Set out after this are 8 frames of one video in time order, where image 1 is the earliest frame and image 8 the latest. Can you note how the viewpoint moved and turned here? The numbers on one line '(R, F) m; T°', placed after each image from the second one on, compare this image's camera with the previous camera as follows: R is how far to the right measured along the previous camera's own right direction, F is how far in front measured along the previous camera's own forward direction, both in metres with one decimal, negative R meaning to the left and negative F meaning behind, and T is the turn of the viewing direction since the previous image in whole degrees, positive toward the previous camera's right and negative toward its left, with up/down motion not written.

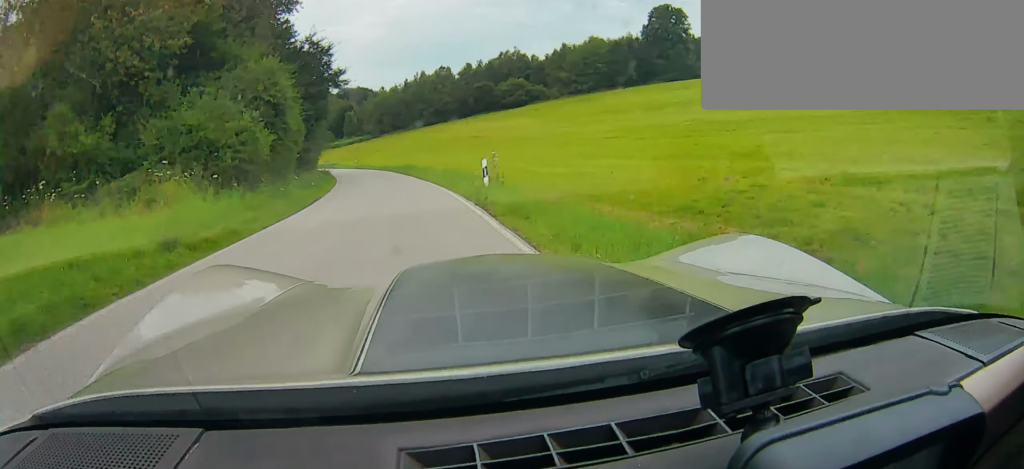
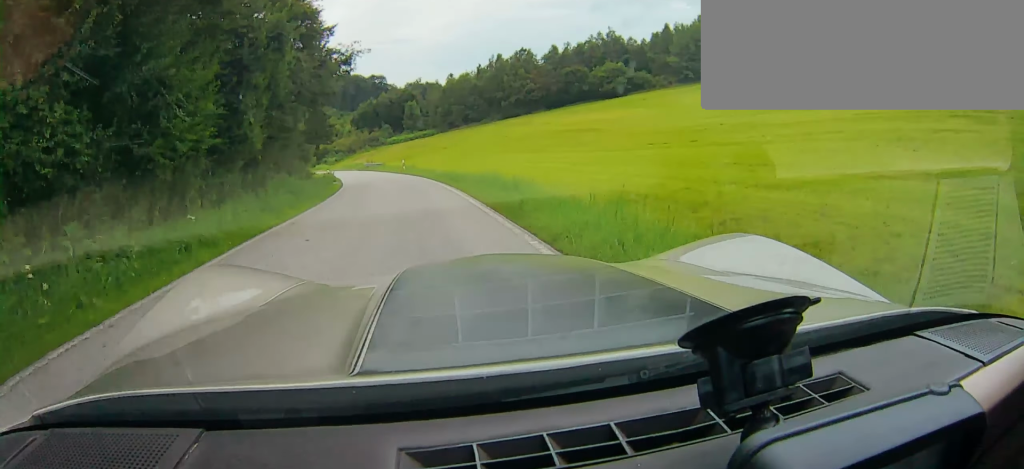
(-0.3, +27.2) m; -3°
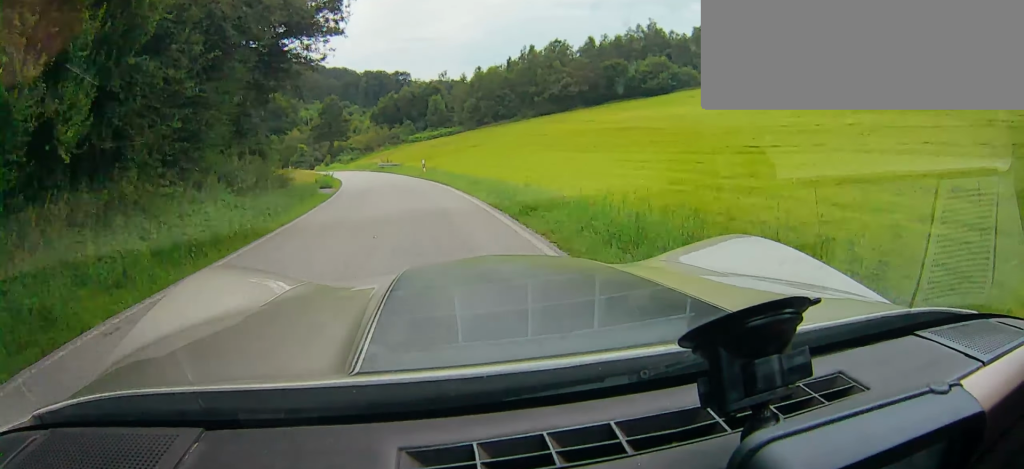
(-0.1, +10.8) m; -2°
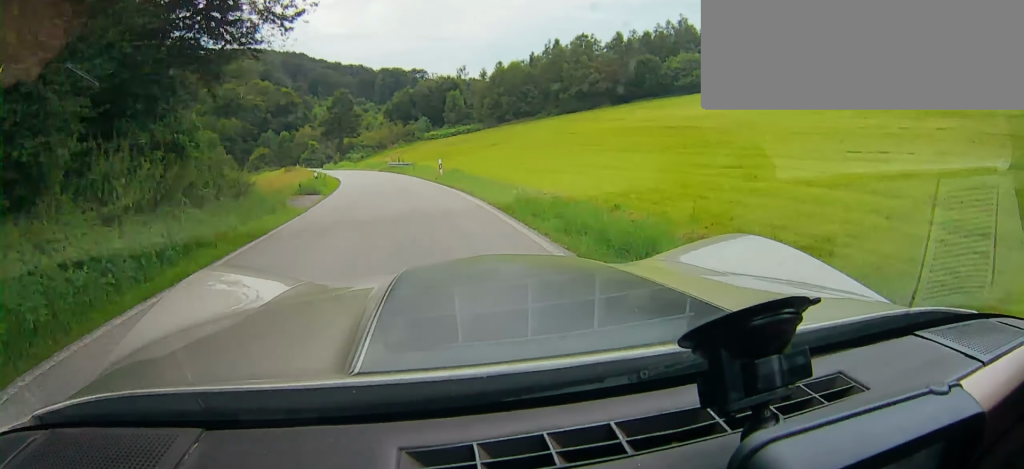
(-0.3, +7.9) m; -2°
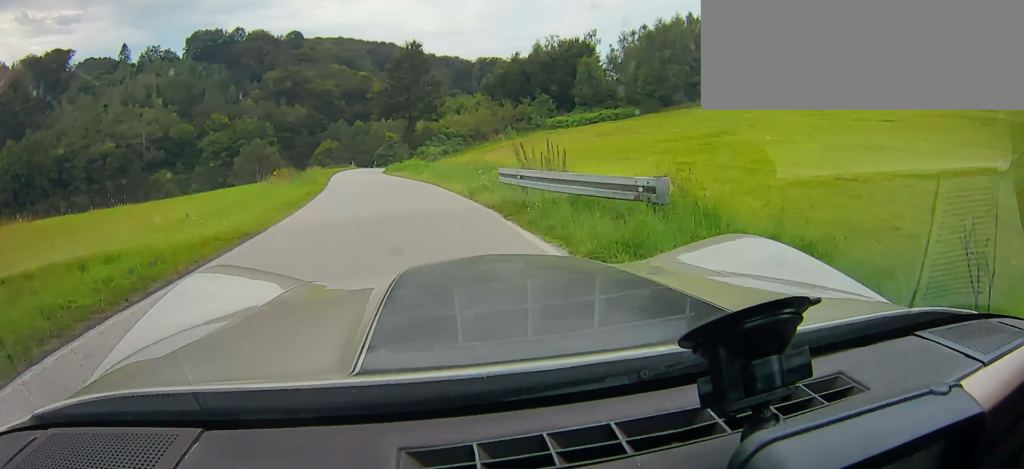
(-3.2, +39.1) m; -8°
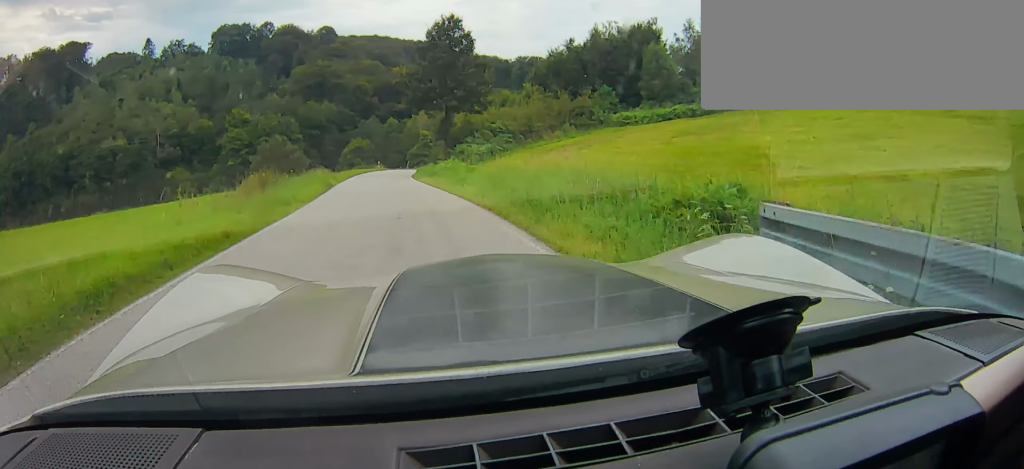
(-0.2, +11.4) m; -3°
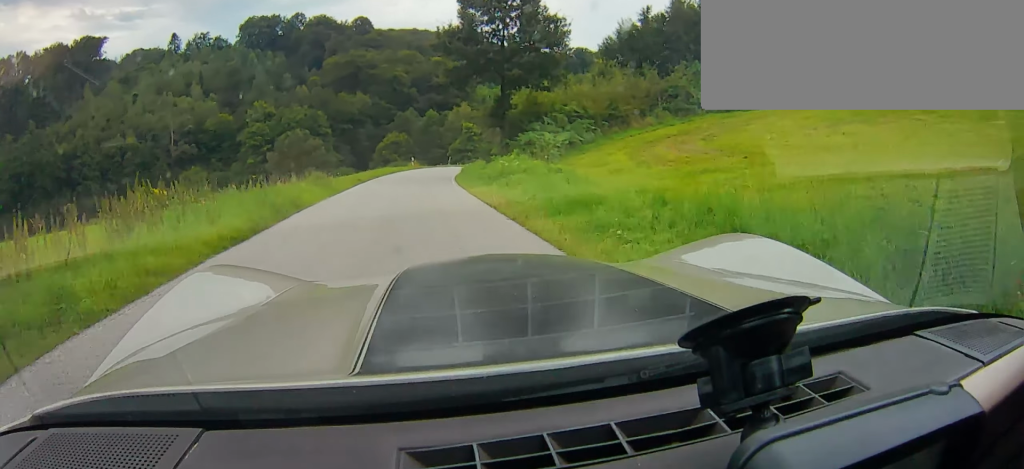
(-0.3, +13.1) m; -4°
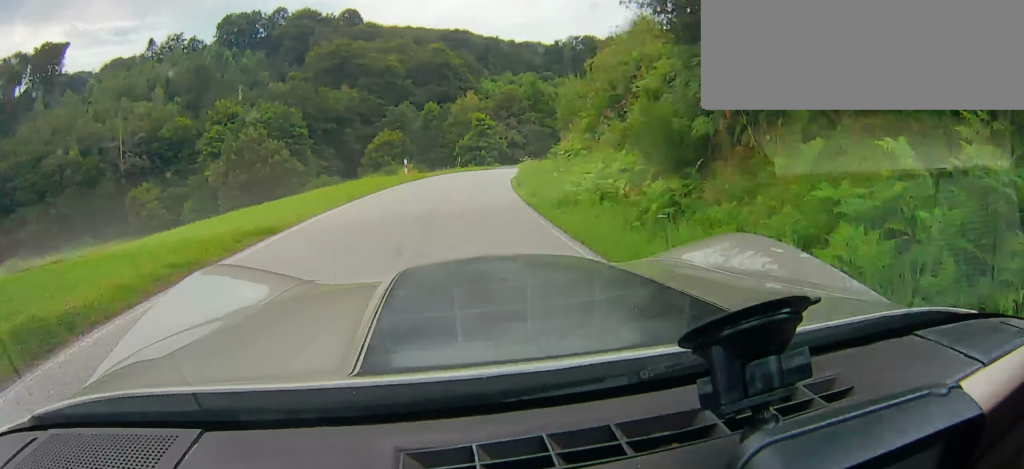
(-2.1, +24.8) m; -8°
